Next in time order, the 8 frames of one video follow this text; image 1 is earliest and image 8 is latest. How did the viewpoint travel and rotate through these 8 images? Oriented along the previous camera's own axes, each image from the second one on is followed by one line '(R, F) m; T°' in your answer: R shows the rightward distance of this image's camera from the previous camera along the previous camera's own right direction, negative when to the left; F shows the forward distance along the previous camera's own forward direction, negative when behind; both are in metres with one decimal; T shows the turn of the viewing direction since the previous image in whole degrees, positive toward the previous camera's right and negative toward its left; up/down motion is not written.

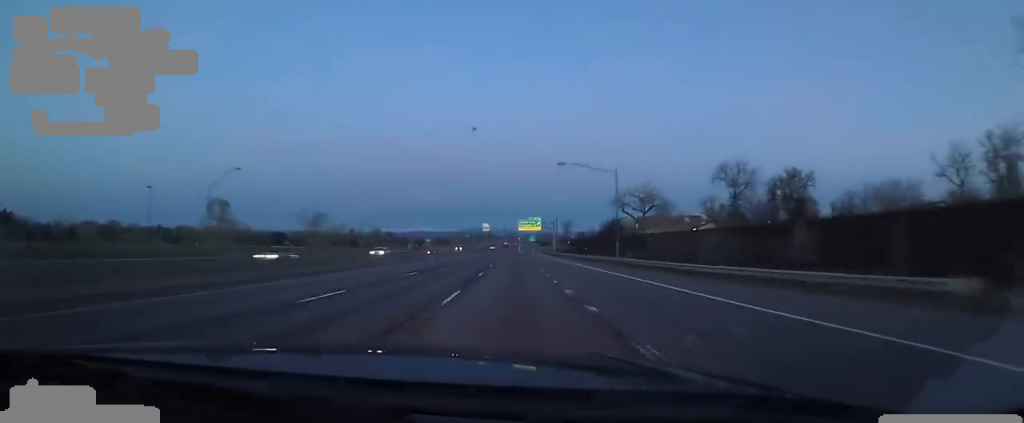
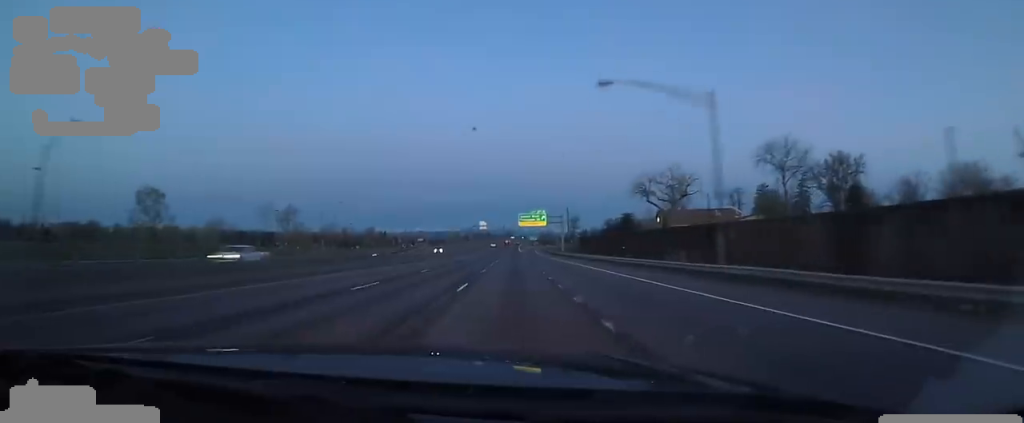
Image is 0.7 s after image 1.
(-0.3, +21.1) m; -2°
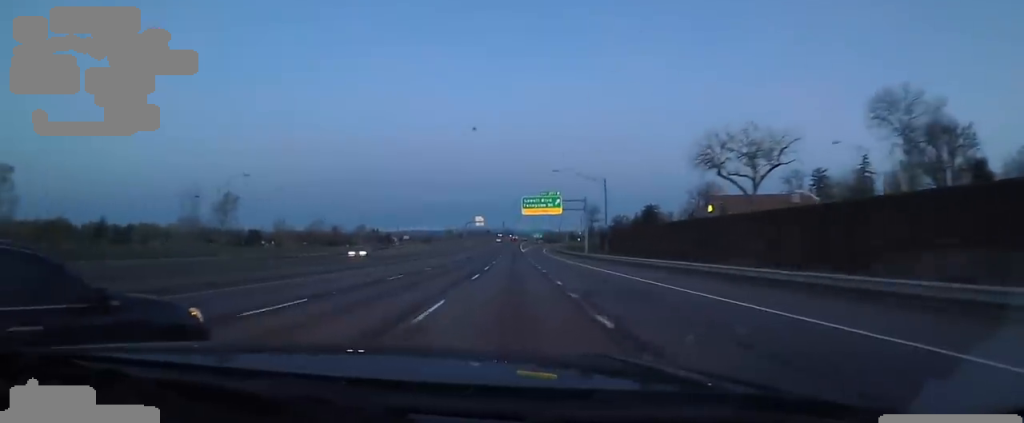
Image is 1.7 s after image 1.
(-1.2, +31.4) m; -1°
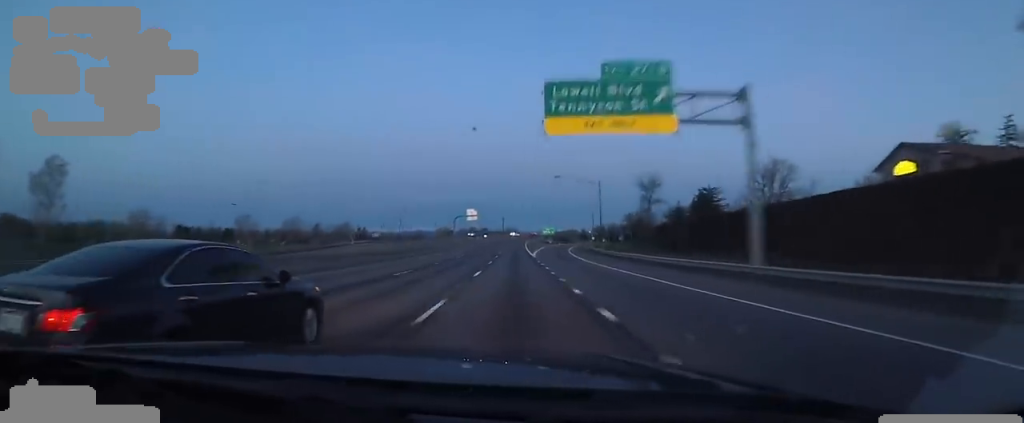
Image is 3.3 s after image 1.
(+1.5, +45.3) m; +2°
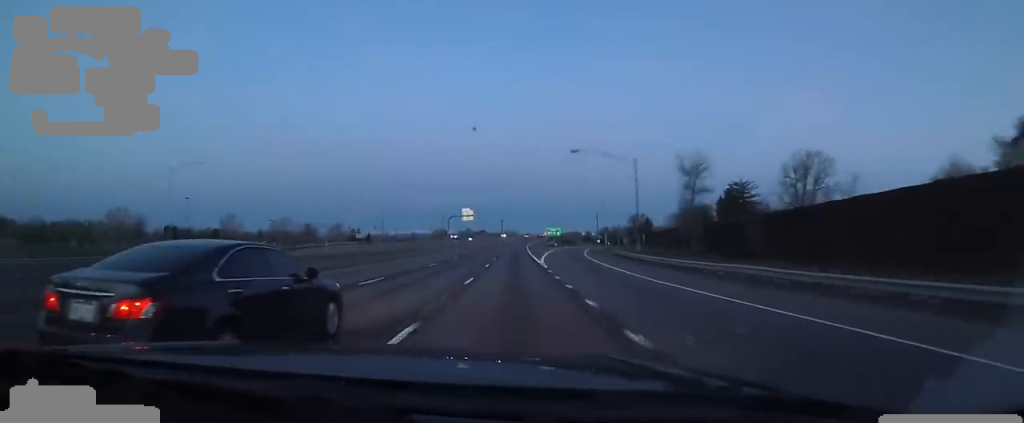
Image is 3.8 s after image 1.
(-0.5, +15.3) m; -1°
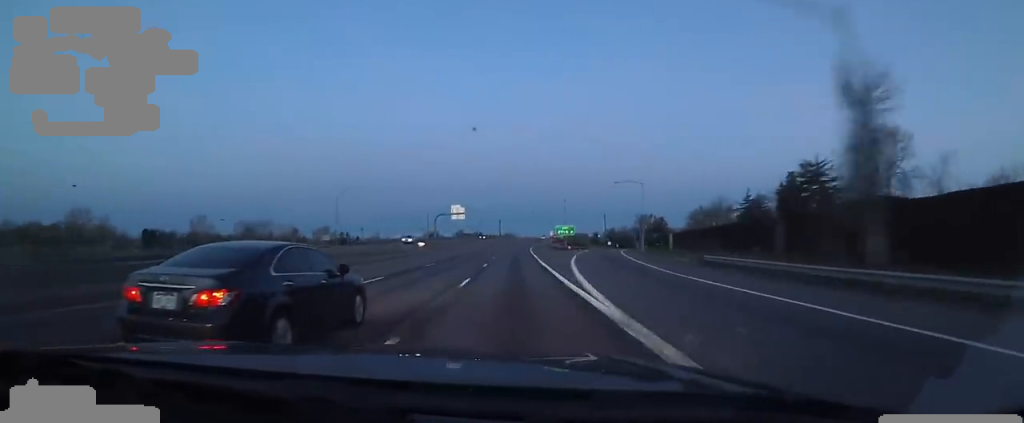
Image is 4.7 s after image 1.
(-0.4, +25.0) m; -1°
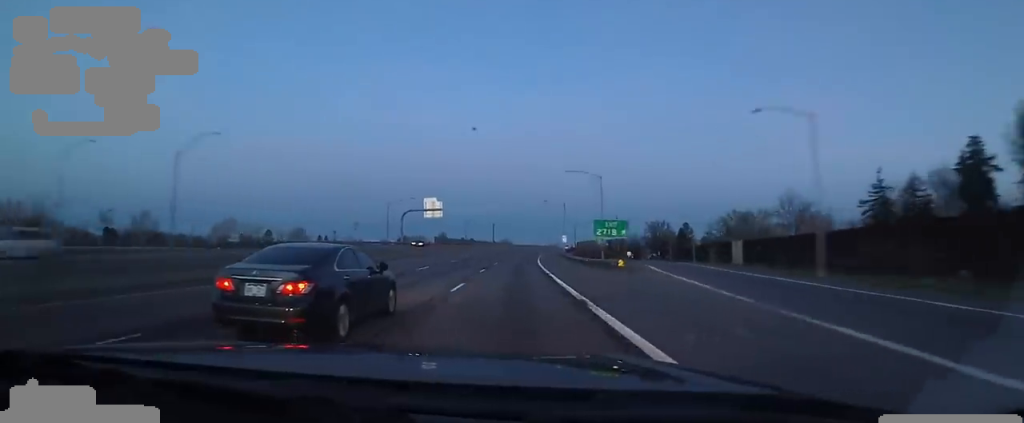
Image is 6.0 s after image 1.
(0.0, +37.4) m; +2°
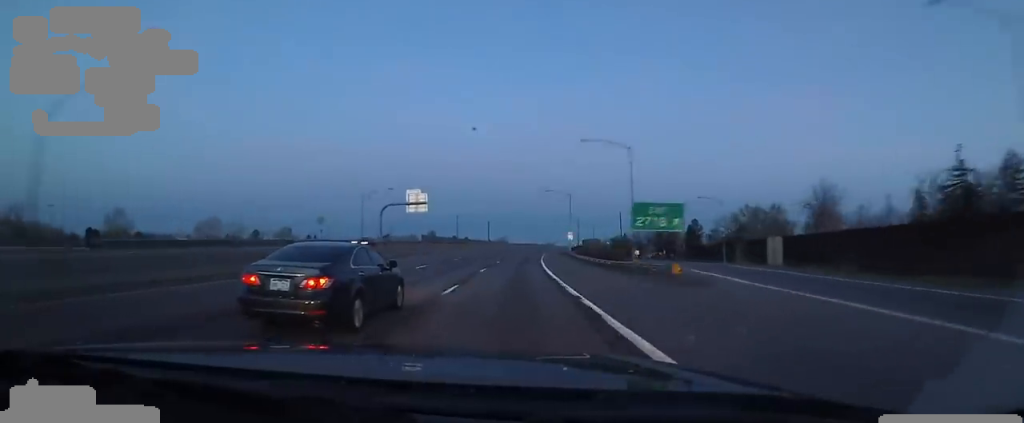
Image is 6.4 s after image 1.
(0.0, +13.4) m; +1°
